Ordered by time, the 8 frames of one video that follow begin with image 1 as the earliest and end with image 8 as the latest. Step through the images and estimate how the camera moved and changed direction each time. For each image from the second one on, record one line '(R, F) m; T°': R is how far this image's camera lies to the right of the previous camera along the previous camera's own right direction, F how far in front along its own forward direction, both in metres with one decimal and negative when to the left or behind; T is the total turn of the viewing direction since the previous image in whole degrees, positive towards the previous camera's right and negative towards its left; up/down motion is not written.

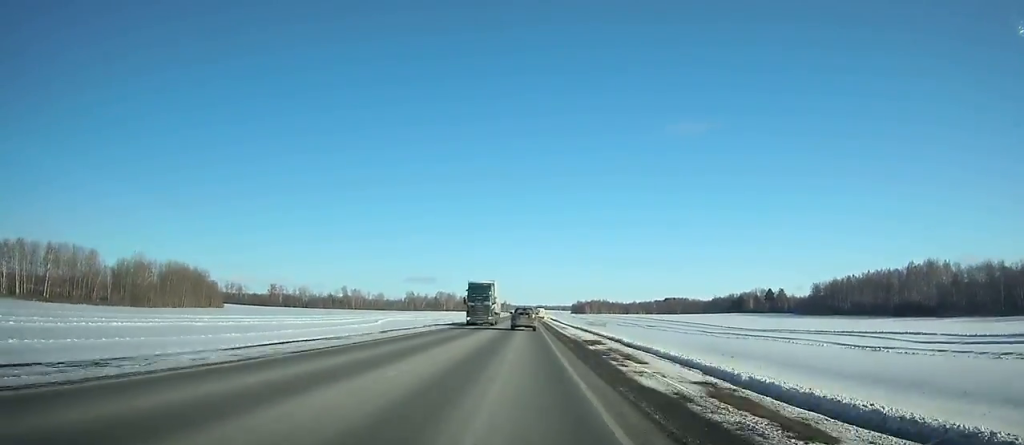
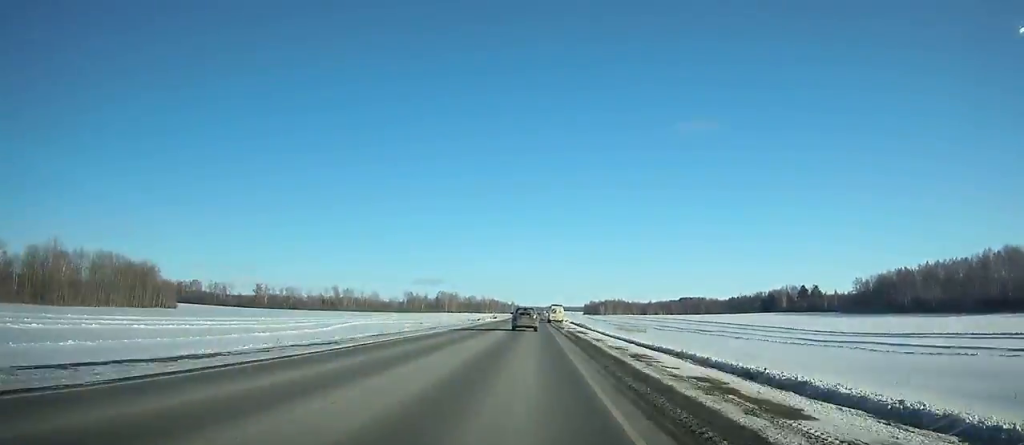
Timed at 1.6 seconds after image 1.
(-0.4, +45.8) m; 0°
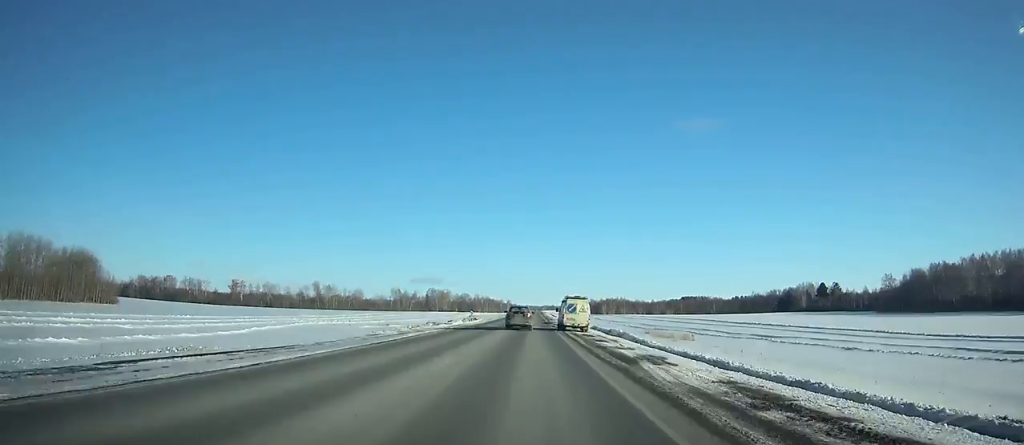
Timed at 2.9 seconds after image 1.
(-0.4, +36.8) m; 0°
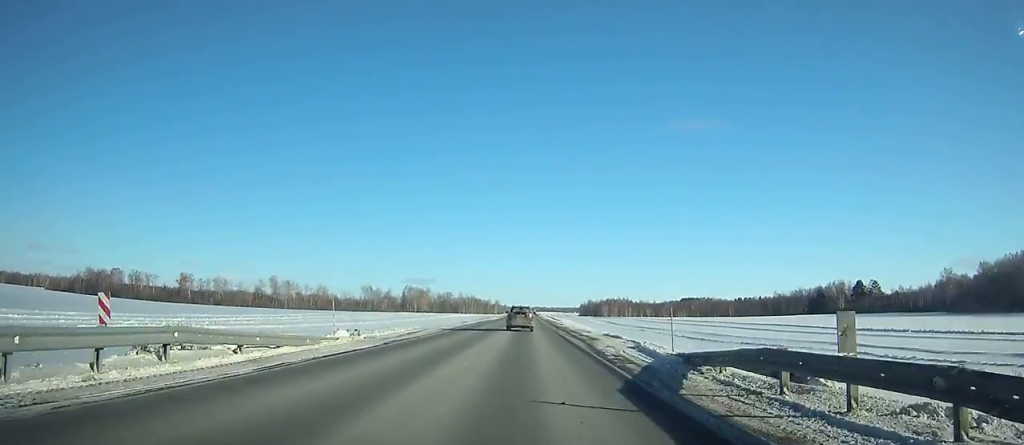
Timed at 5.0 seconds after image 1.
(+0.3, +58.9) m; 0°
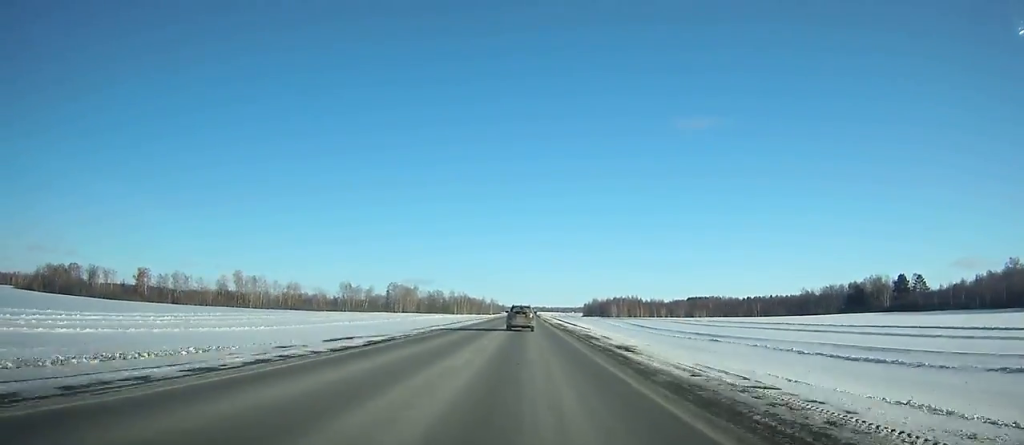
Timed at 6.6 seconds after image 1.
(+0.1, +45.0) m; 0°
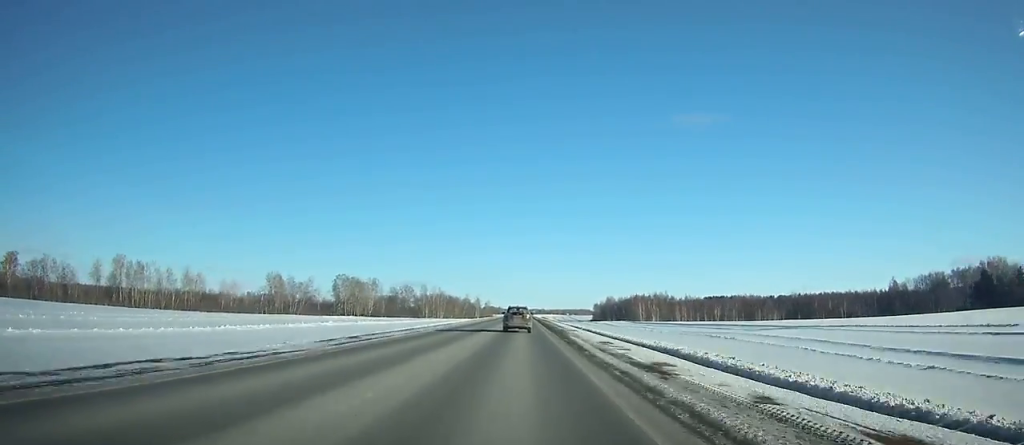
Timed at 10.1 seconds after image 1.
(+0.5, +103.3) m; 0°
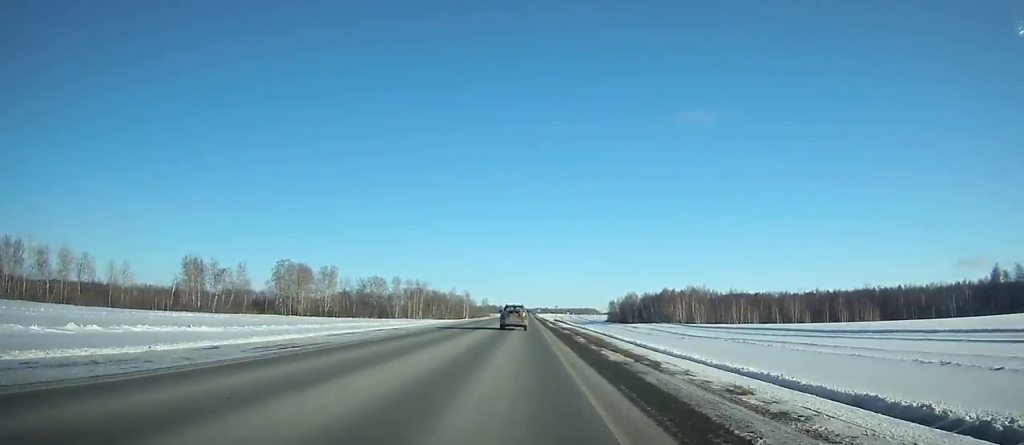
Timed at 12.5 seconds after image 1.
(0.0, +70.8) m; 0°
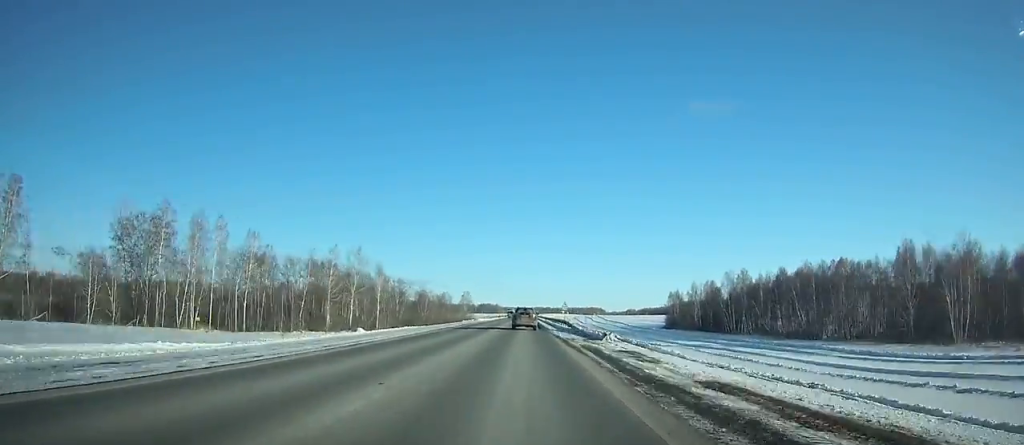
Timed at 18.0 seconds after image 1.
(-0.7, +157.9) m; 0°
